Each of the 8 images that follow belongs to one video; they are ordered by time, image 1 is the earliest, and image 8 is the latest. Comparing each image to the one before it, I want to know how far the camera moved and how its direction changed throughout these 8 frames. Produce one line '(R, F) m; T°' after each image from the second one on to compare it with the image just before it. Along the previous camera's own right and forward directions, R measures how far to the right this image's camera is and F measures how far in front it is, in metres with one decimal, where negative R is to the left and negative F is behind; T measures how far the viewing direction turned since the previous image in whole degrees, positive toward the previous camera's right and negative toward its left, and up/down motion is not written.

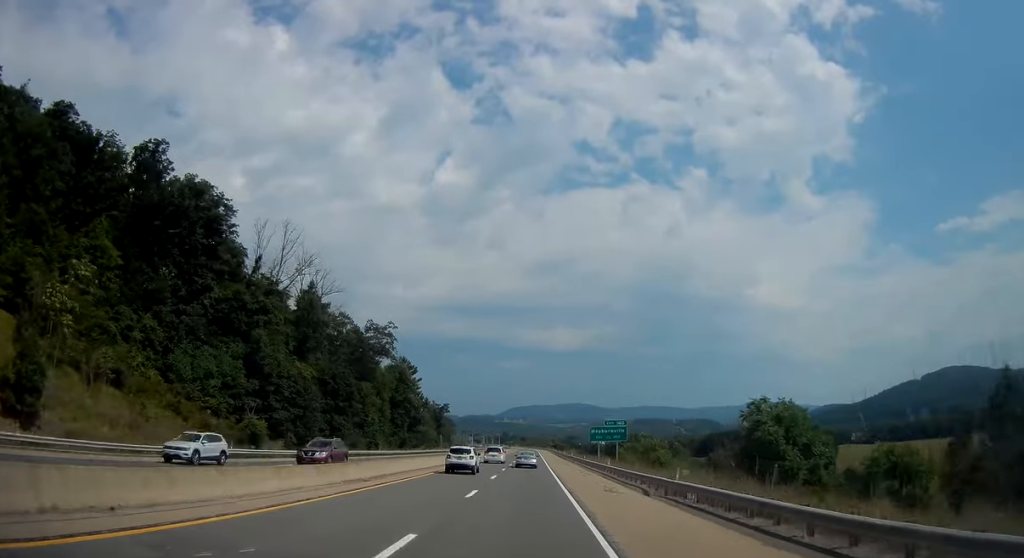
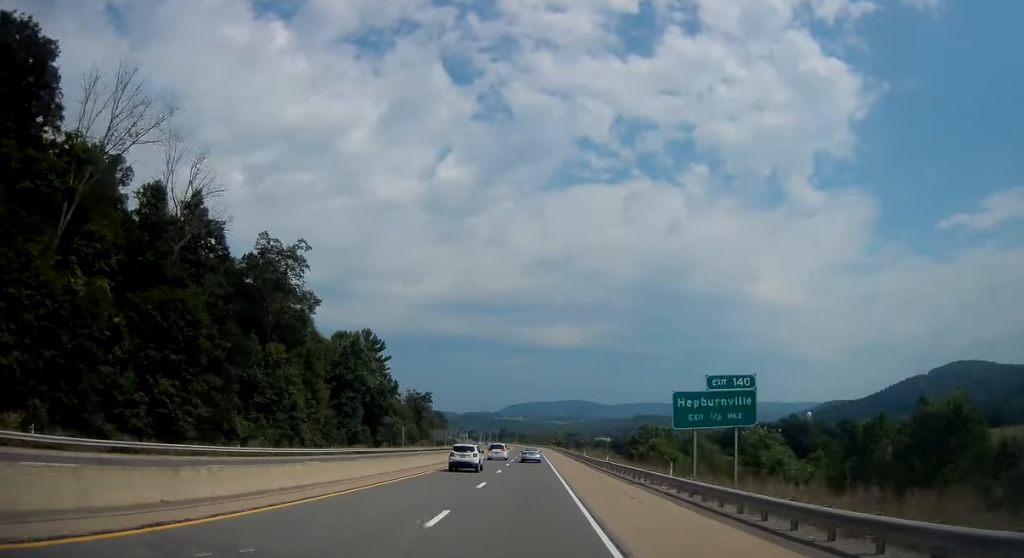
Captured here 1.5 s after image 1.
(-0.3, +44.8) m; 0°
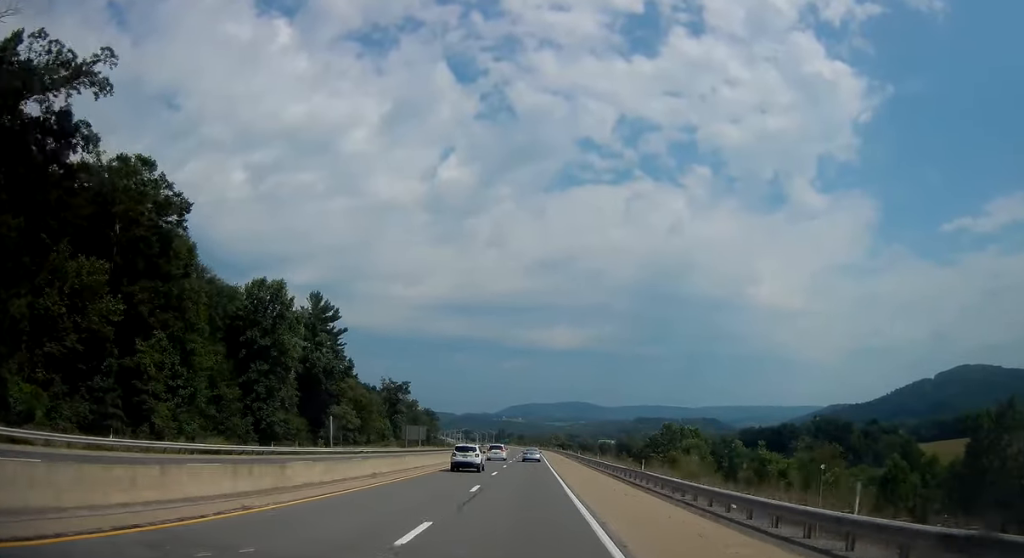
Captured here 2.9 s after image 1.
(+0.1, +39.7) m; 0°
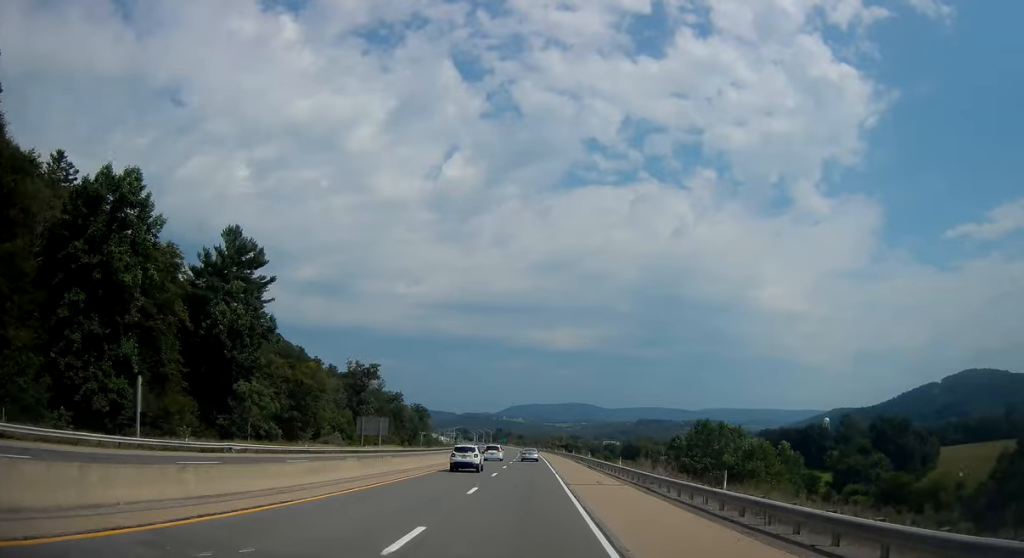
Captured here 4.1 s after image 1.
(-0.2, +37.7) m; 0°
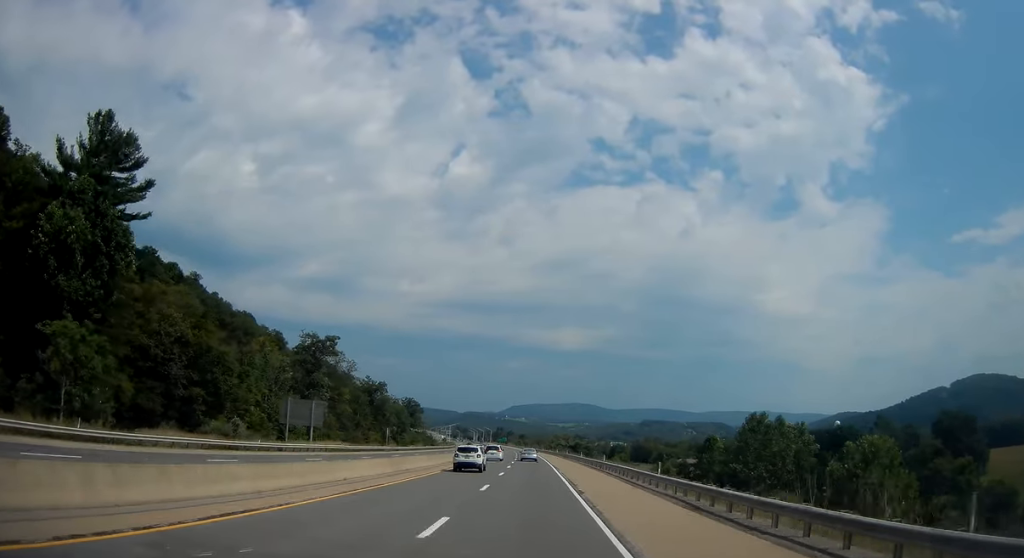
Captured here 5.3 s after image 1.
(-0.1, +35.0) m; 0°
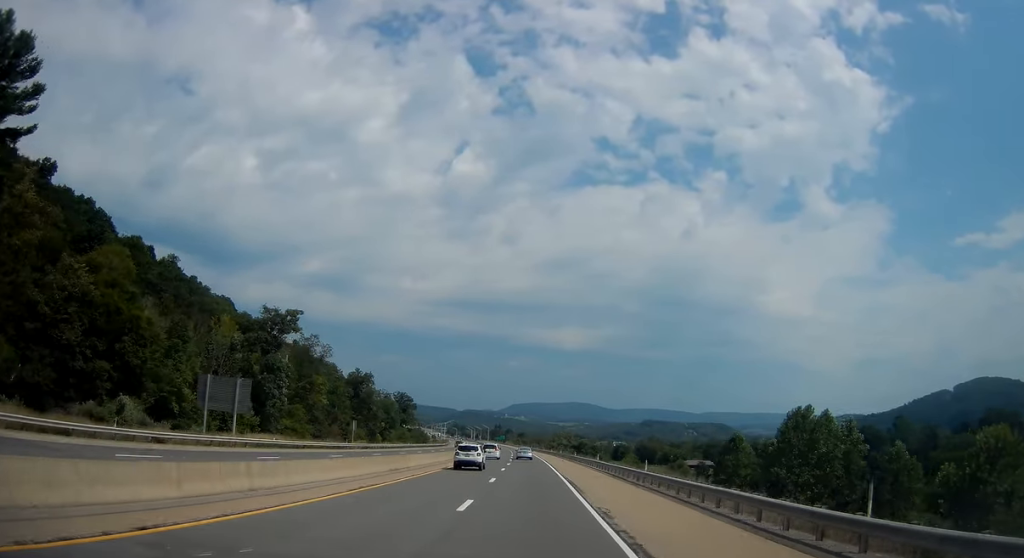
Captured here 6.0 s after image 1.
(0.0, +19.9) m; 0°
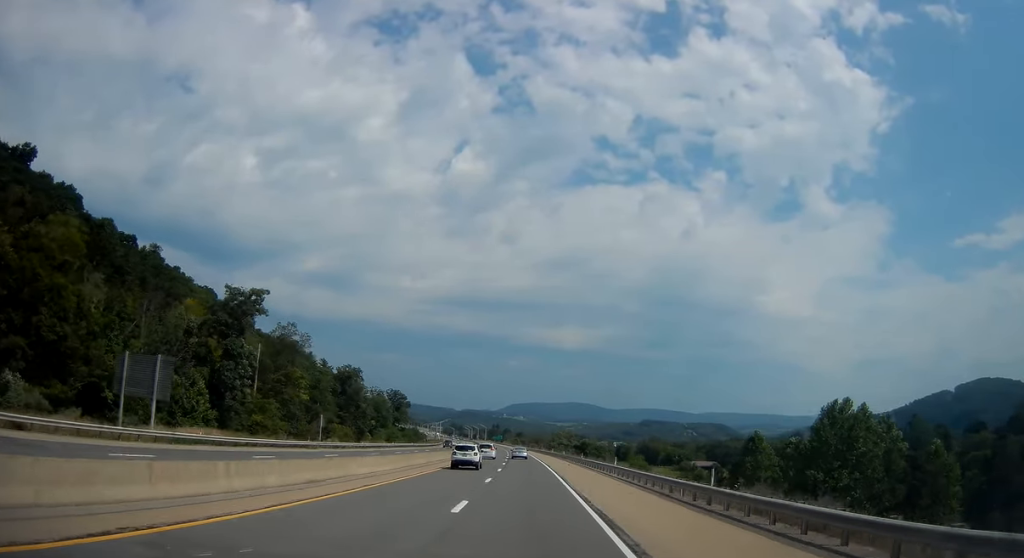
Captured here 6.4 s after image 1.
(0.0, +12.9) m; 0°
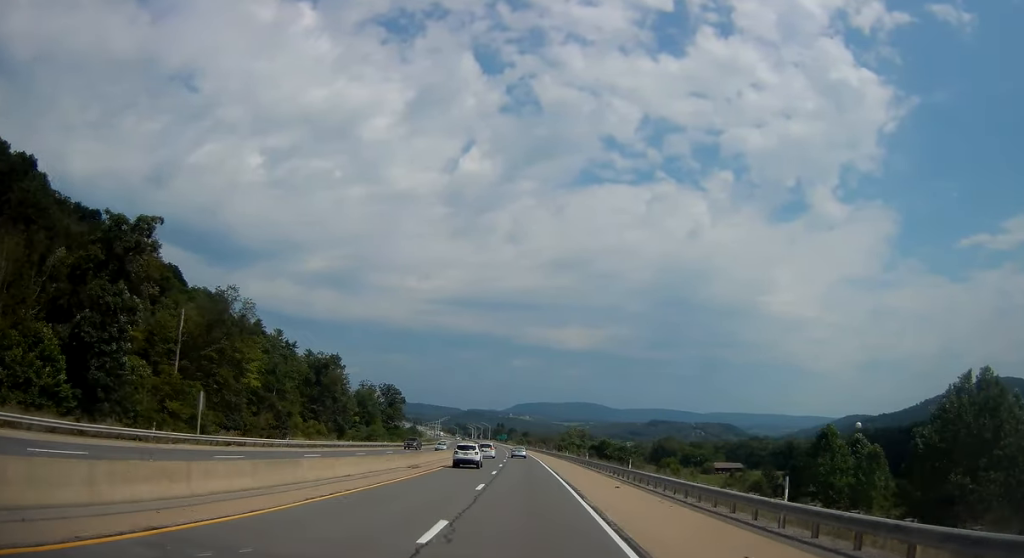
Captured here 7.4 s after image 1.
(0.0, +29.3) m; -1°
